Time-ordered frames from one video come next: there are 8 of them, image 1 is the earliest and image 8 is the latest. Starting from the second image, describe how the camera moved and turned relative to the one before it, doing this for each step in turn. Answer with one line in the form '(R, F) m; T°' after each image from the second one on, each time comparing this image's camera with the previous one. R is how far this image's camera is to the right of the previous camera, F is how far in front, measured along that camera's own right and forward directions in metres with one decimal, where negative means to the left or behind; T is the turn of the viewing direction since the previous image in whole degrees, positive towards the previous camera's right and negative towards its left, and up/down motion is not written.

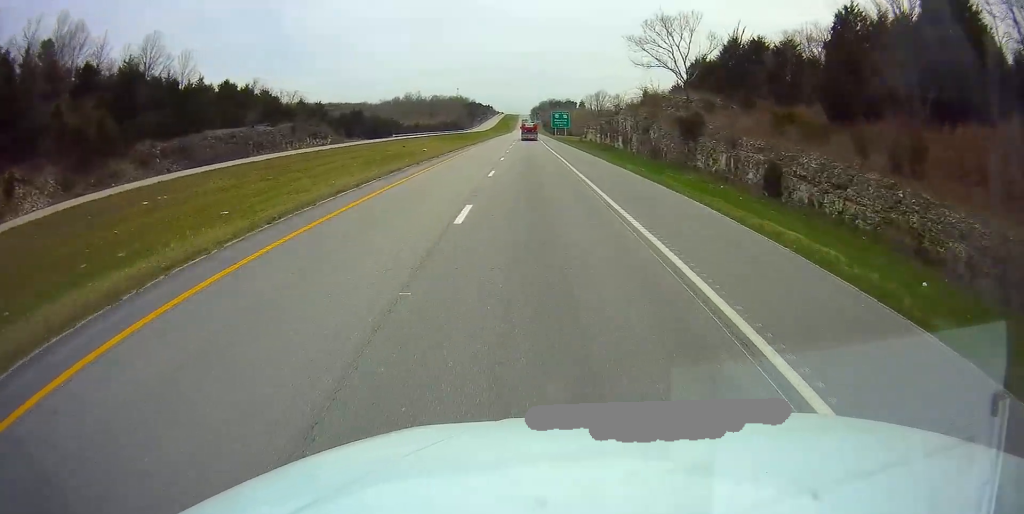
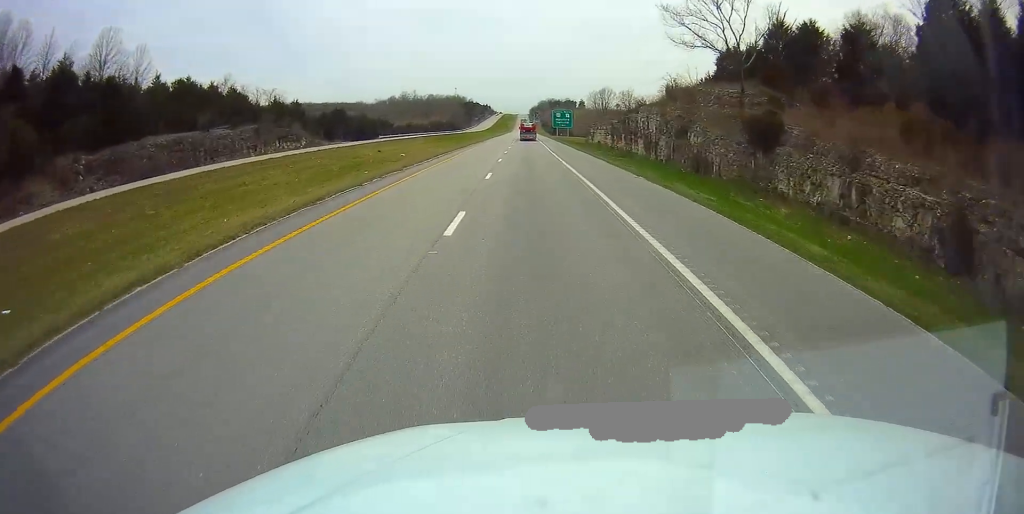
(0.0, +13.5) m; 0°
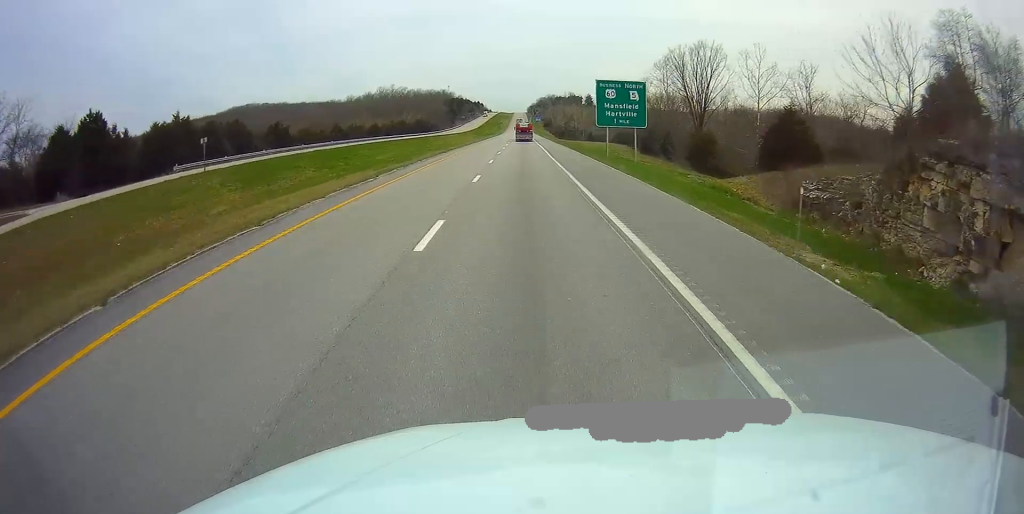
(-0.7, +87.2) m; 0°
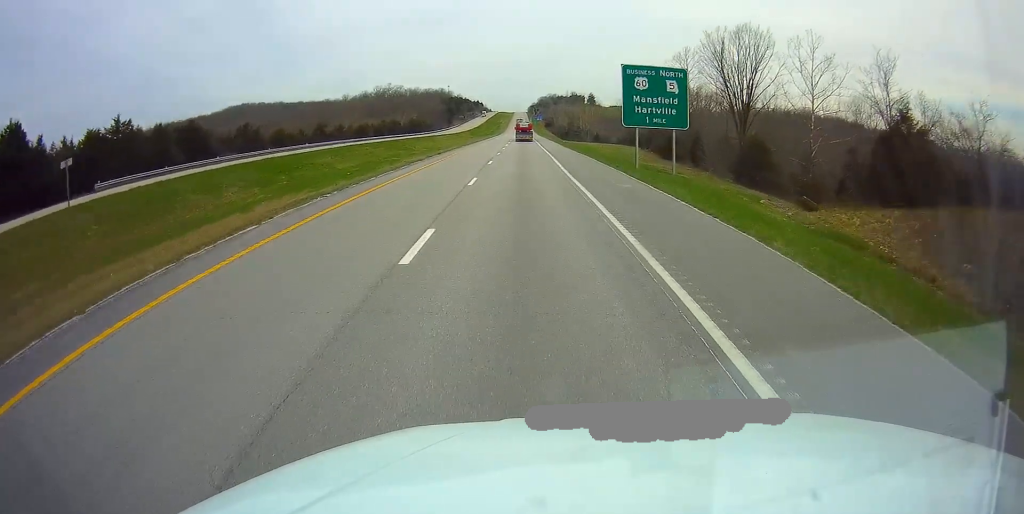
(0.0, +13.5) m; 0°
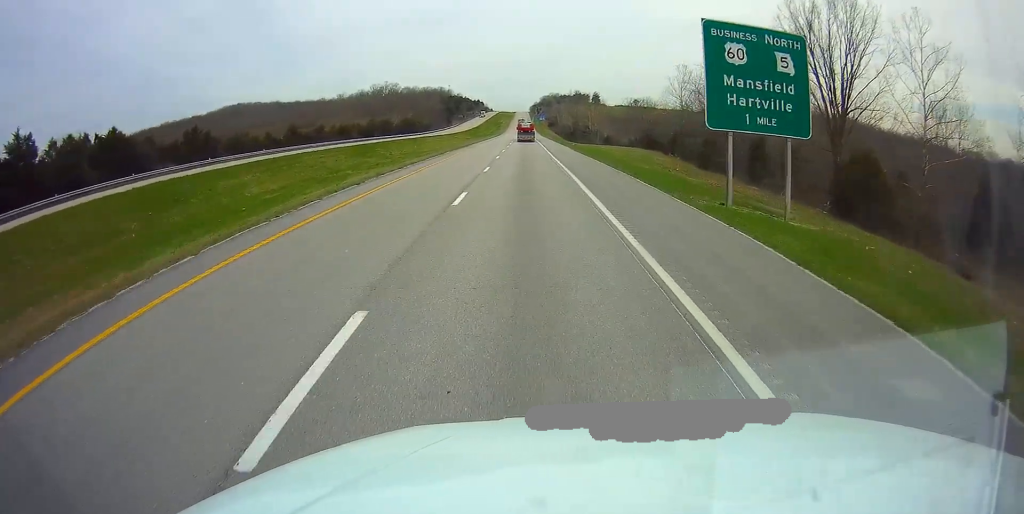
(+0.1, +17.6) m; 0°
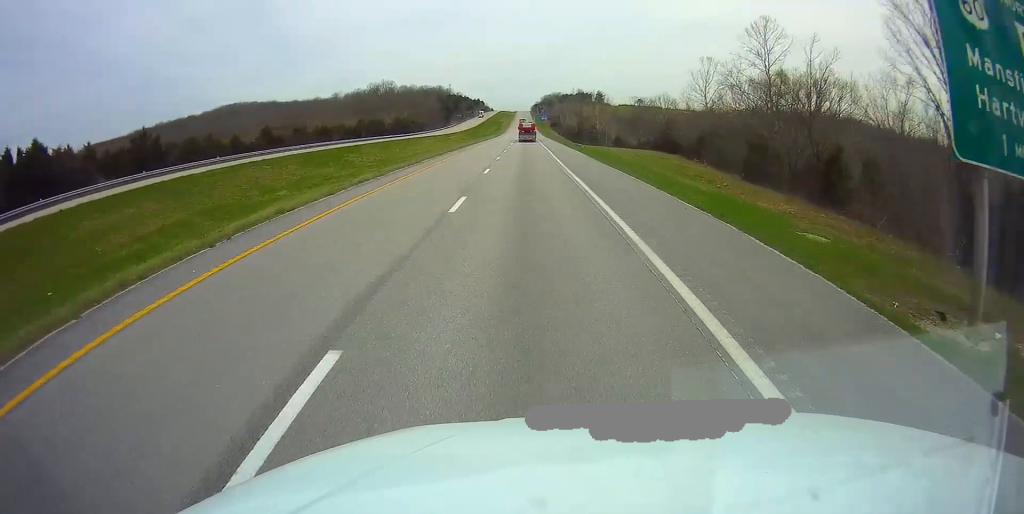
(0.0, +13.5) m; 0°
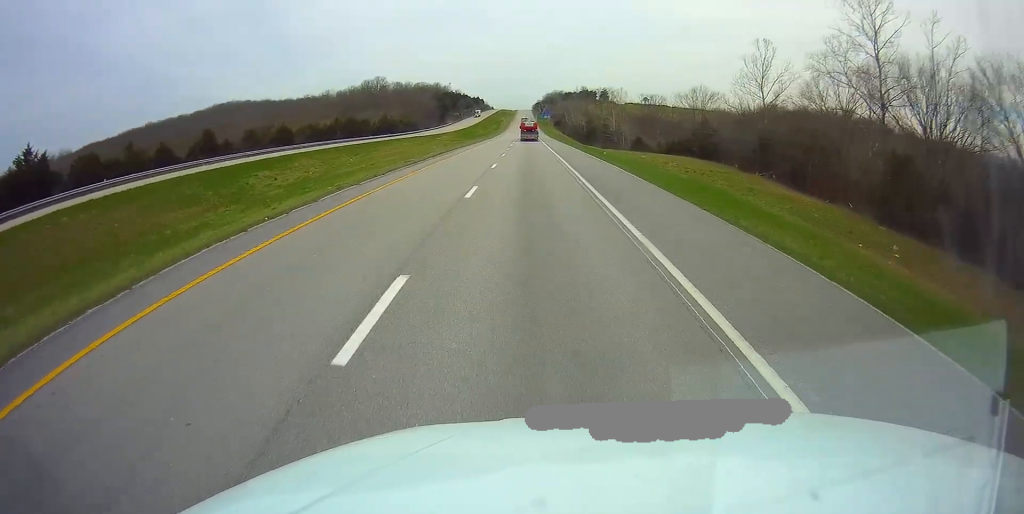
(-0.2, +21.8) m; 0°
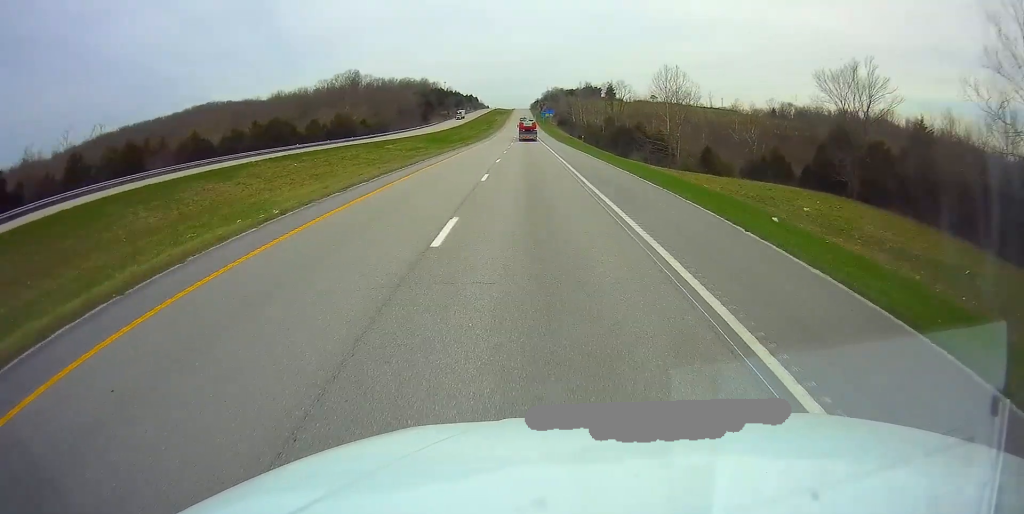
(+0.4, +43.6) m; 0°
